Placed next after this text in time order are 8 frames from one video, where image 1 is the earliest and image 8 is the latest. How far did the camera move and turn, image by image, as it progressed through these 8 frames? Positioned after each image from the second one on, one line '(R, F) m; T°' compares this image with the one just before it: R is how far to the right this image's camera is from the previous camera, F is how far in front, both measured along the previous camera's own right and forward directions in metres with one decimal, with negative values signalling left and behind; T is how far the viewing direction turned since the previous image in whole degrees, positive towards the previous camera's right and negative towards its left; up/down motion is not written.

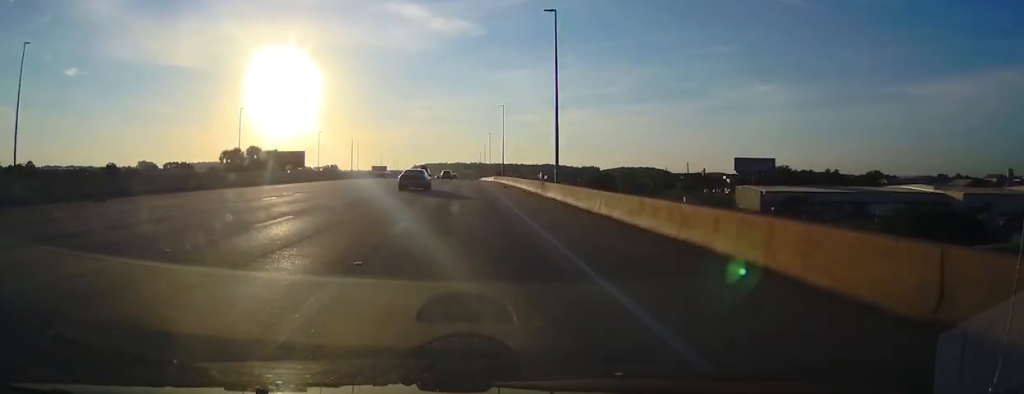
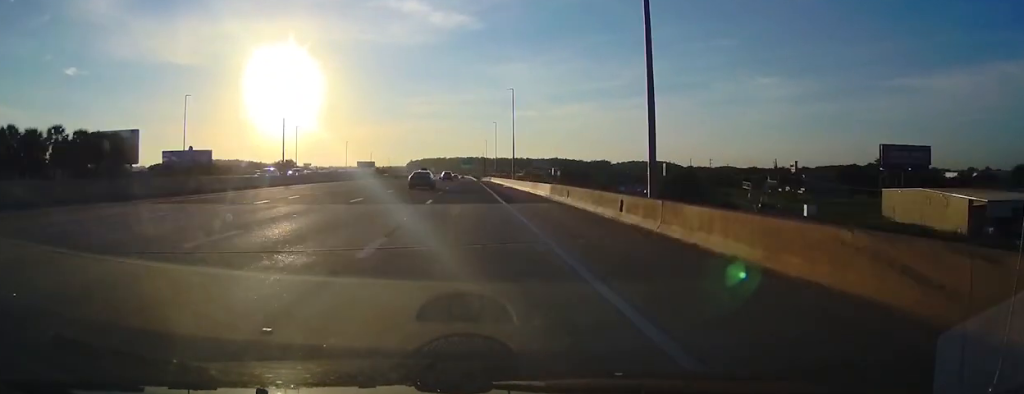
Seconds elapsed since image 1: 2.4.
(+0.1, +82.3) m; 0°
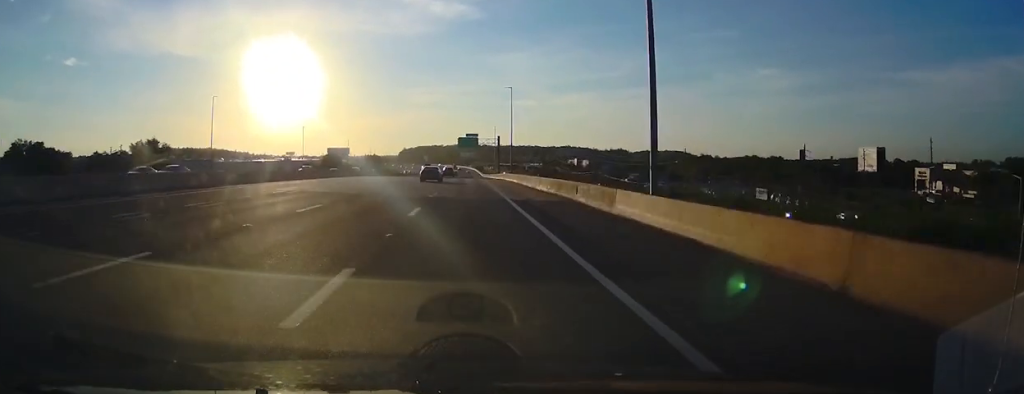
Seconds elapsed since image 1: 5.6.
(+0.3, +96.4) m; 0°
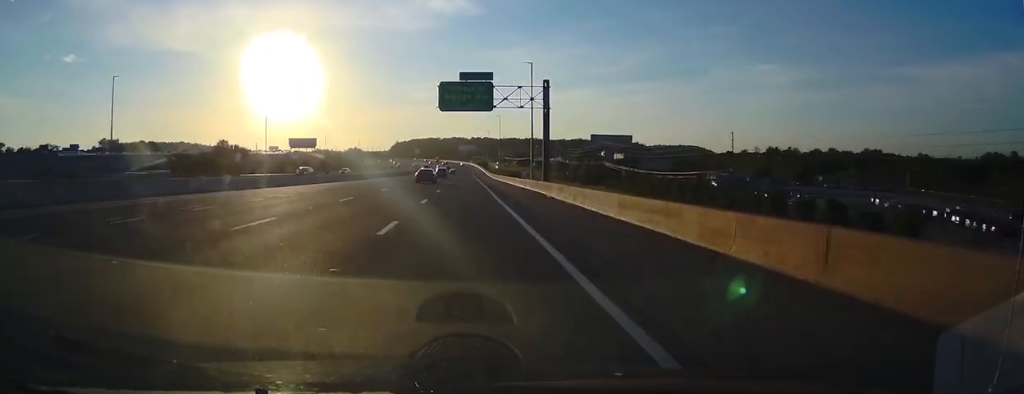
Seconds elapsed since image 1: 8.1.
(+0.1, +78.4) m; 0°
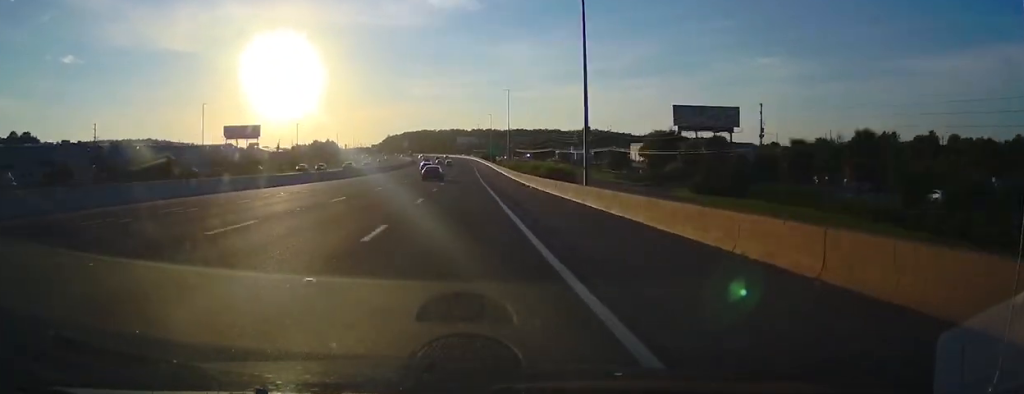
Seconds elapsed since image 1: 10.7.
(+0.4, +81.7) m; -1°
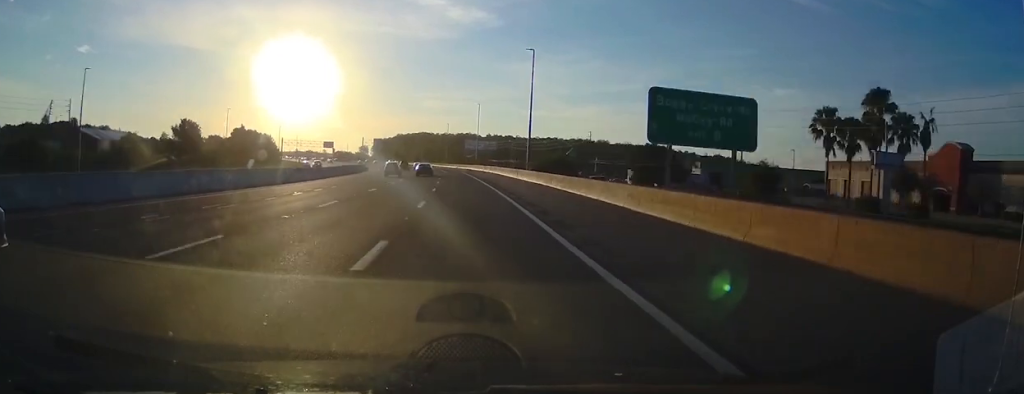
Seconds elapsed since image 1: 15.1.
(-3.0, +143.0) m; -5°
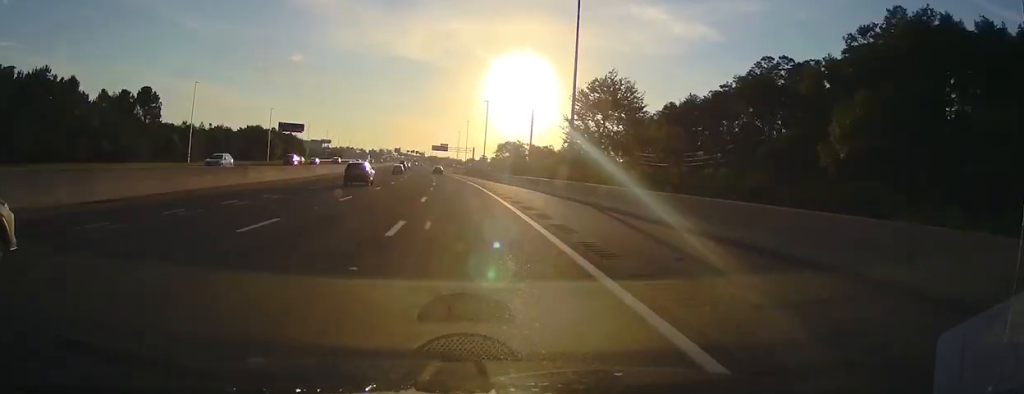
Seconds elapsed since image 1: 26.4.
(-93.1, +418.9) m; -22°
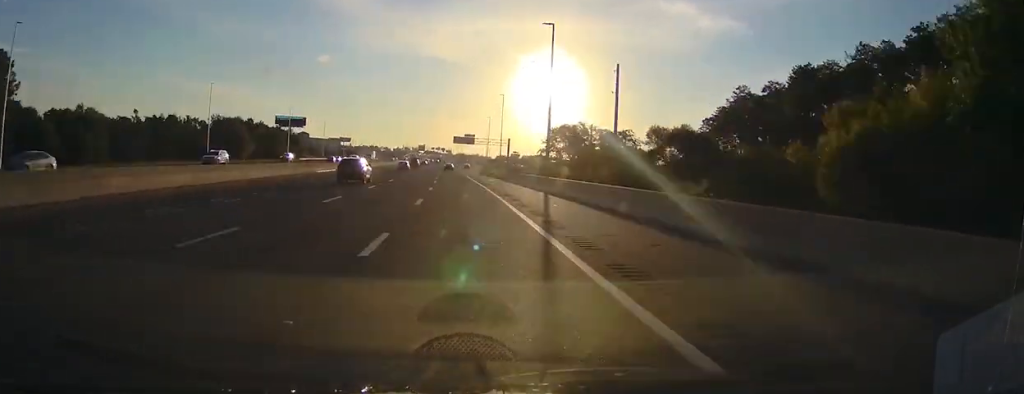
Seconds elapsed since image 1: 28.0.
(-0.7, +36.3) m; -1°
